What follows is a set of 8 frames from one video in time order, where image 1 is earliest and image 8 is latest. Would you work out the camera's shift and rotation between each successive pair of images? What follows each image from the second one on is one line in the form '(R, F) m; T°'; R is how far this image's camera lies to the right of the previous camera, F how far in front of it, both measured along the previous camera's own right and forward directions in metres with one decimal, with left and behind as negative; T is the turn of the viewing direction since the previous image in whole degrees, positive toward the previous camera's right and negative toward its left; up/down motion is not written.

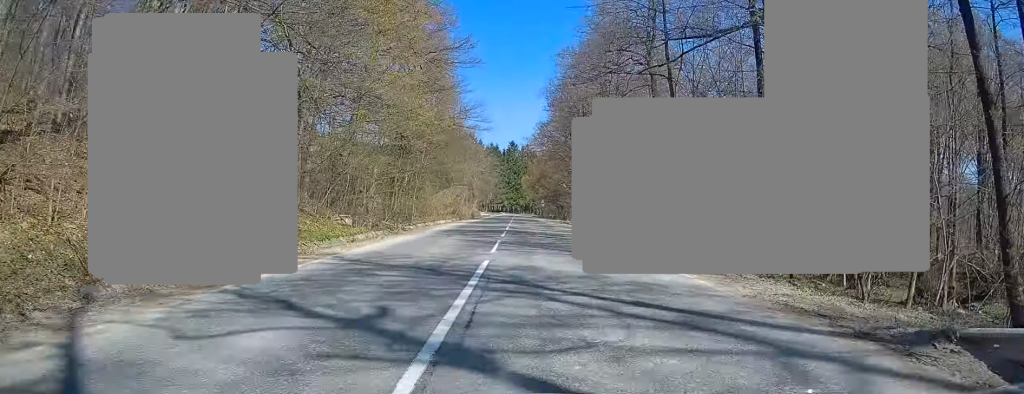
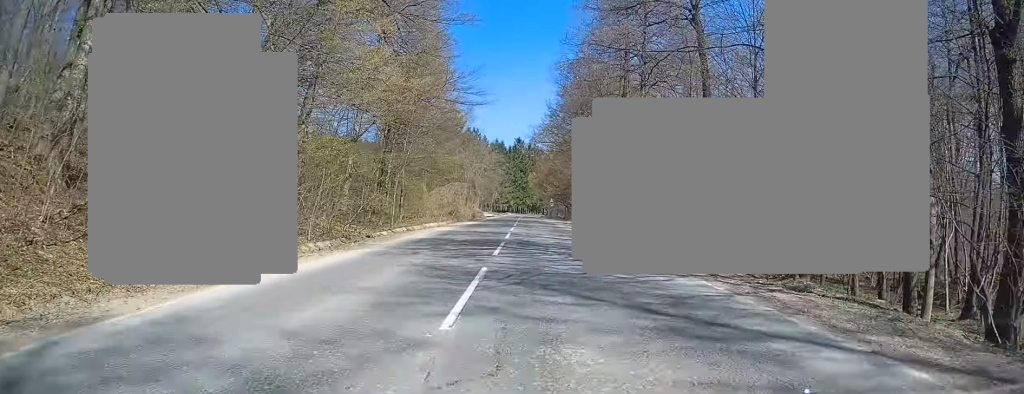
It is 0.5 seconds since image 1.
(-0.1, +9.8) m; 0°
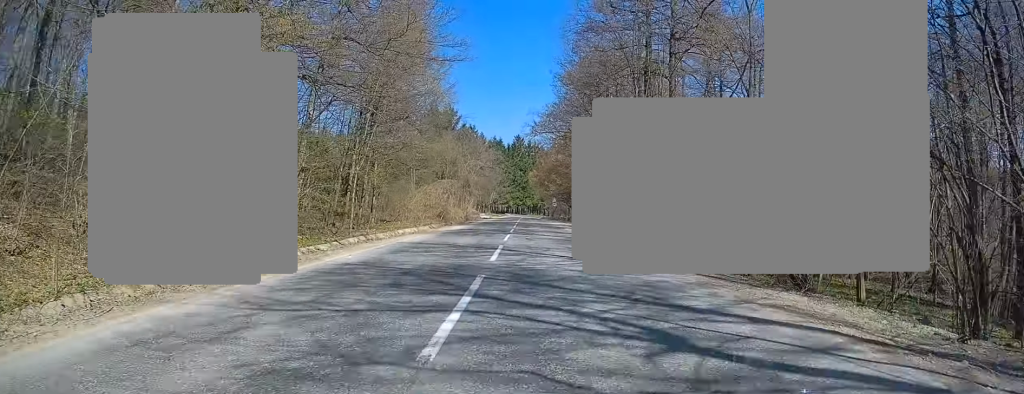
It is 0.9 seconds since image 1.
(-0.1, +9.8) m; 0°
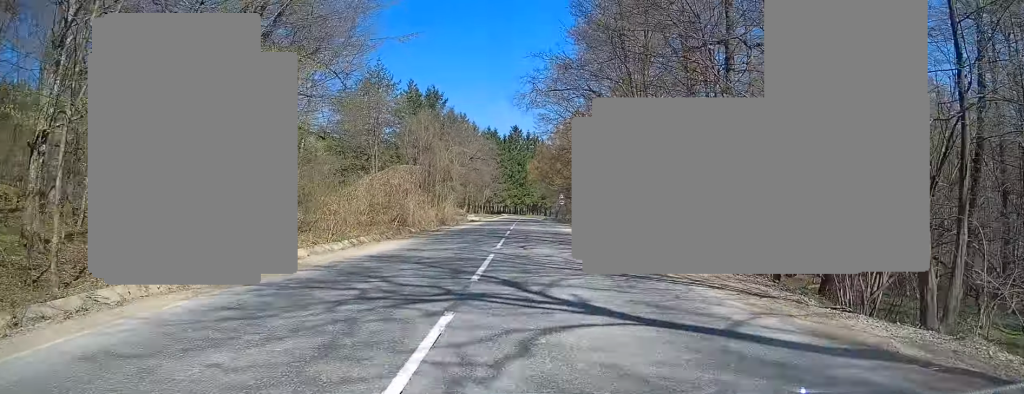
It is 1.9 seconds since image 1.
(0.0, +21.0) m; 0°
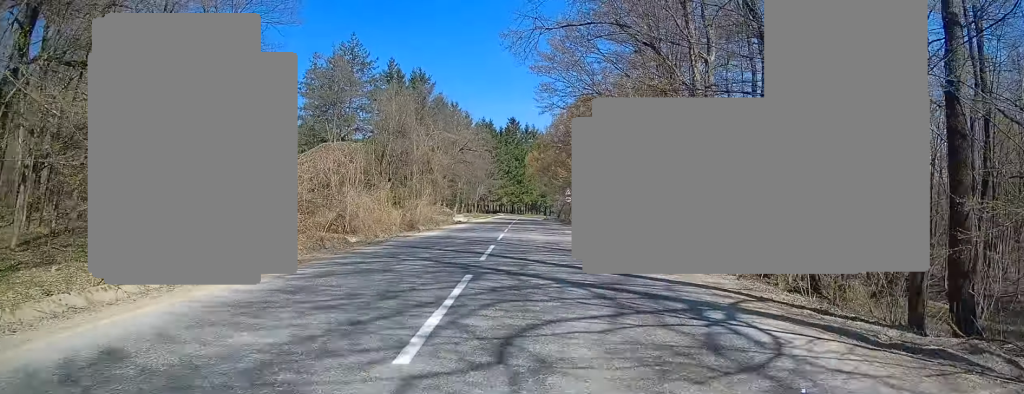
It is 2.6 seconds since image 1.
(-0.1, +13.8) m; 0°
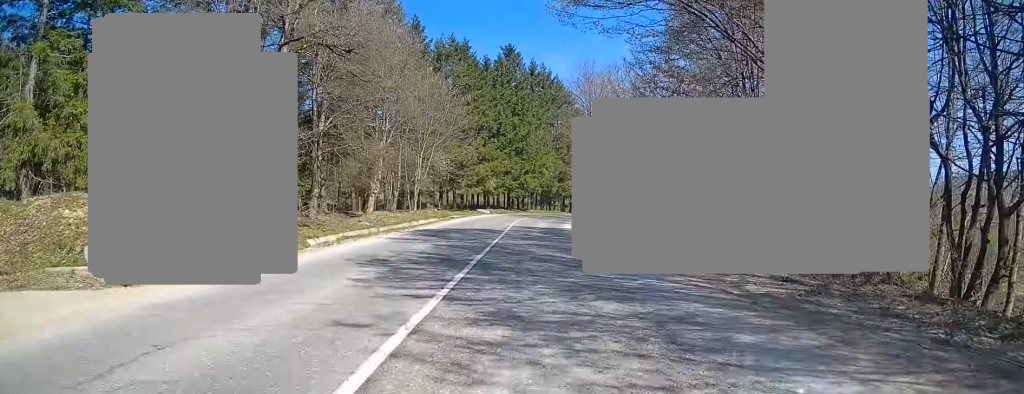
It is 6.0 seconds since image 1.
(-0.4, +66.0) m; 0°
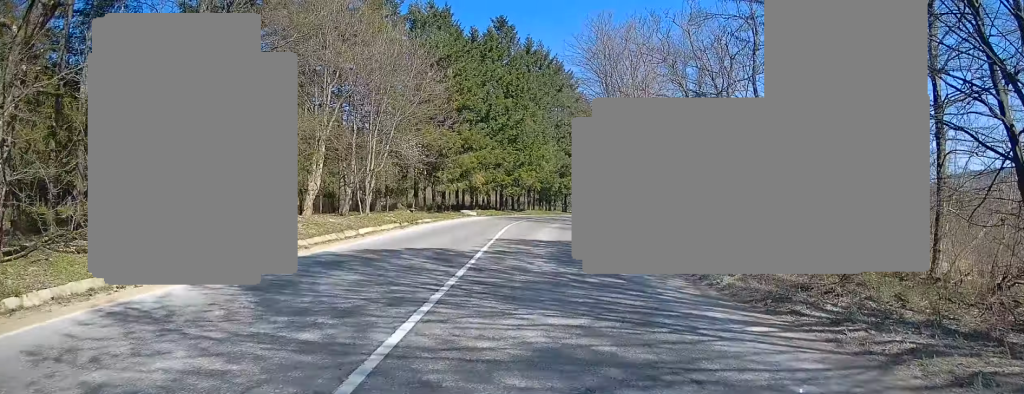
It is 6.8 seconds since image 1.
(0.0, +14.3) m; 0°
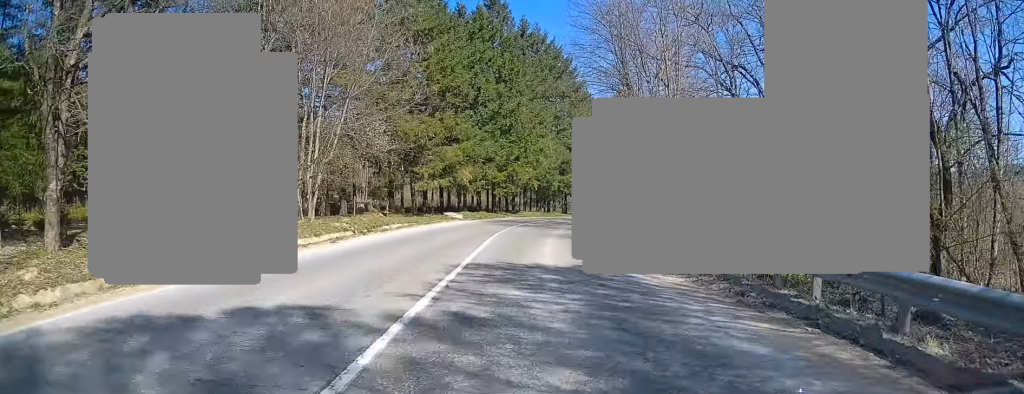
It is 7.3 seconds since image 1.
(0.0, +9.4) m; +1°
